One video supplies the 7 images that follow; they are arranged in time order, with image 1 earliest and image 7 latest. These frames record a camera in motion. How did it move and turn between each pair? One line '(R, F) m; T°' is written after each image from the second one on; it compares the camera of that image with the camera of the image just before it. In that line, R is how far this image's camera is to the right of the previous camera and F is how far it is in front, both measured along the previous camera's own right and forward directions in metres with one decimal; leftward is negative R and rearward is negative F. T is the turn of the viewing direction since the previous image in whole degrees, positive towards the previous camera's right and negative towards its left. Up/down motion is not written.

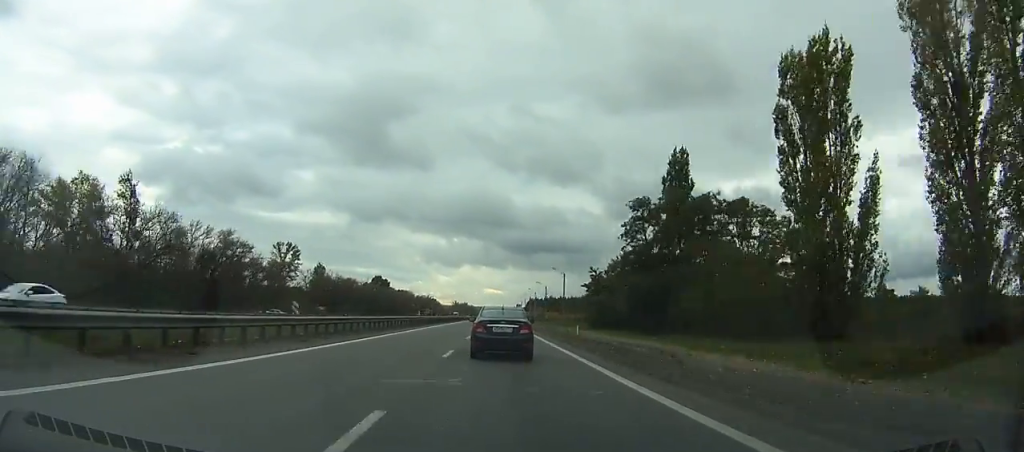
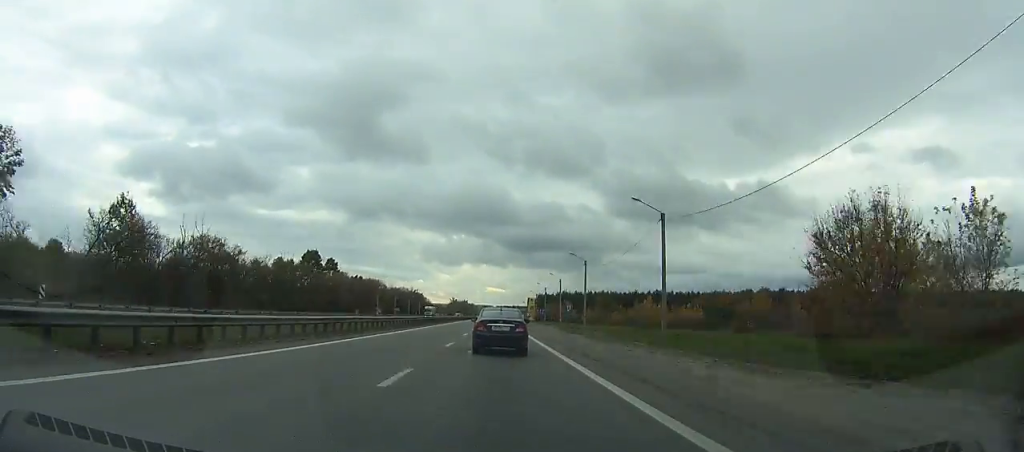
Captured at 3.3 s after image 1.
(+0.4, +89.6) m; 0°
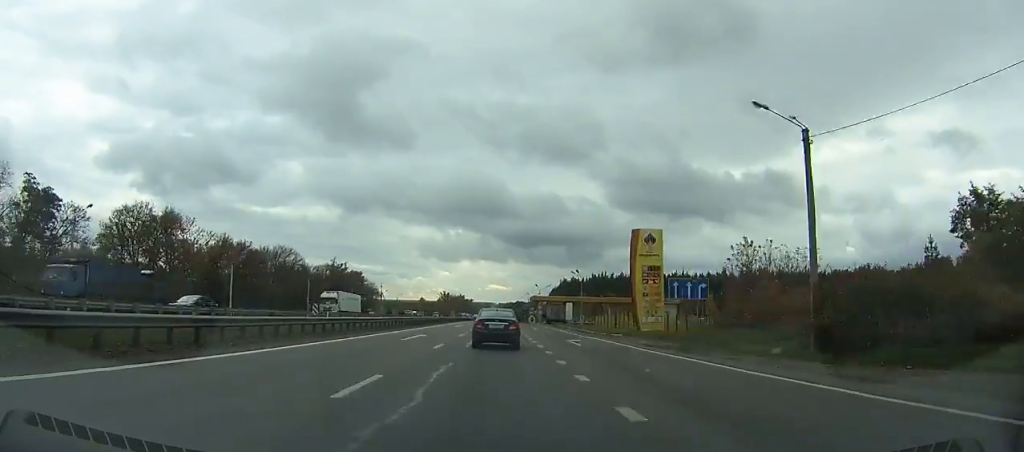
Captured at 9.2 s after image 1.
(-0.3, +158.6) m; 0°
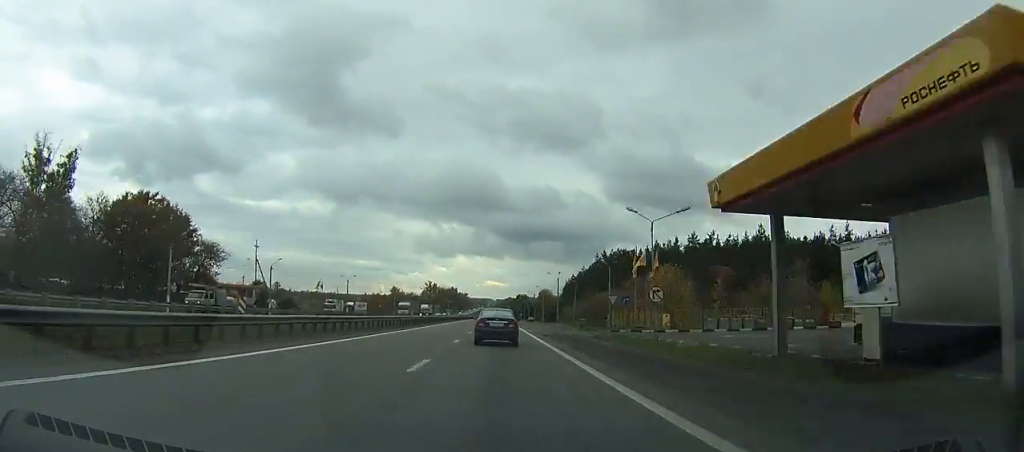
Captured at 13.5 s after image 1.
(-0.6, +115.6) m; 0°
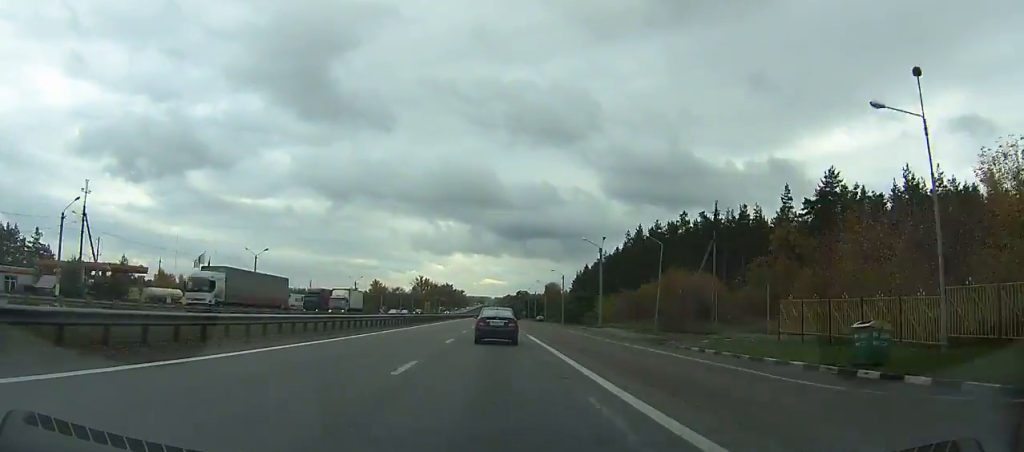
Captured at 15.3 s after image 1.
(-0.2, +48.7) m; 0°
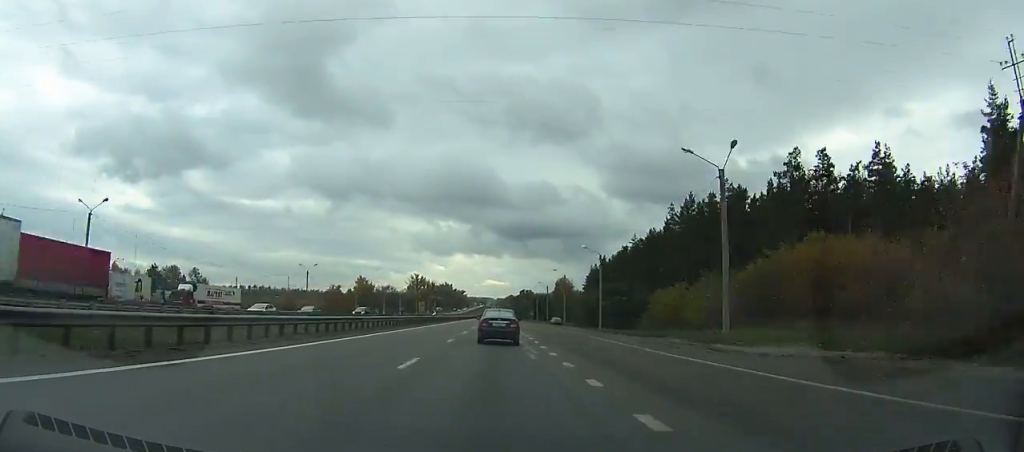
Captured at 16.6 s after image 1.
(+0.2, +35.4) m; 0°
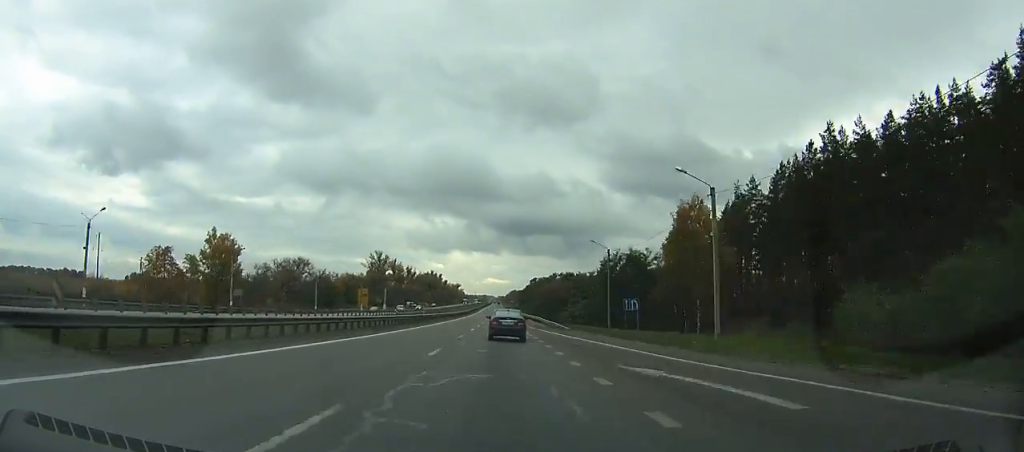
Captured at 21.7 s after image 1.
(+0.2, +140.6) m; 0°
